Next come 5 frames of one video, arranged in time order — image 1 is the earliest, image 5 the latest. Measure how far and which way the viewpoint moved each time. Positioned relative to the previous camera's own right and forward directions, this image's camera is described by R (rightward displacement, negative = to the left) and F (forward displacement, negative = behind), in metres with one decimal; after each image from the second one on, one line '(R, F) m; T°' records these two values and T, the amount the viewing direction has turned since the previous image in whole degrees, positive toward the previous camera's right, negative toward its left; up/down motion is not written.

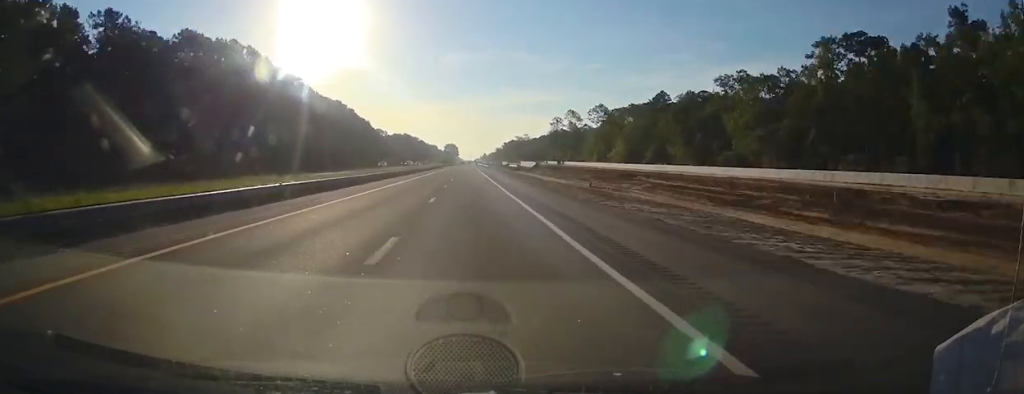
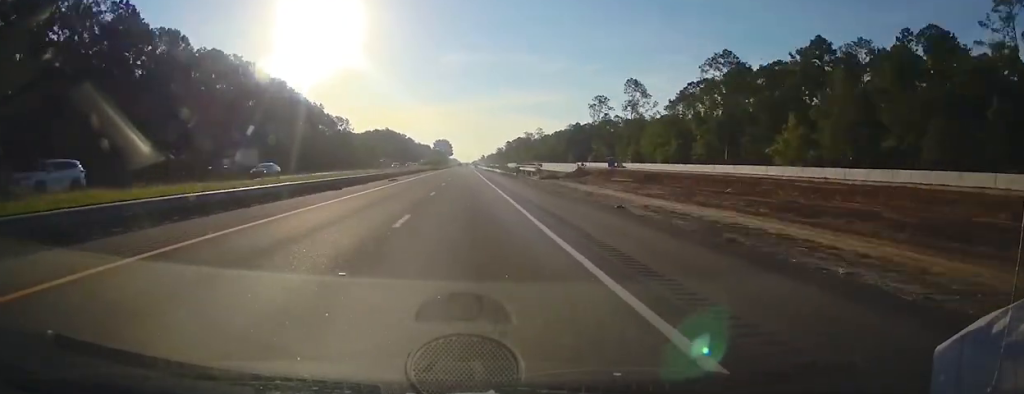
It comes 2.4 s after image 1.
(+0.6, +80.1) m; 0°
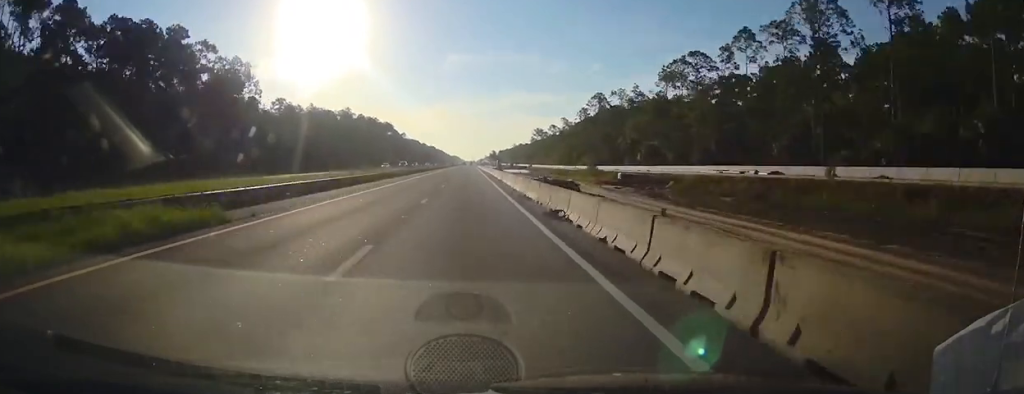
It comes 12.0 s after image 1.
(-0.9, +323.1) m; 0°
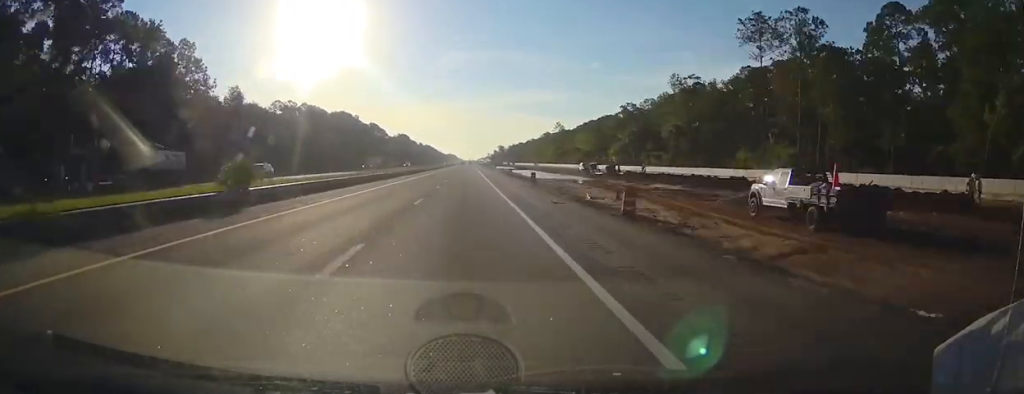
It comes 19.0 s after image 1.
(-1.0, +232.6) m; 0°
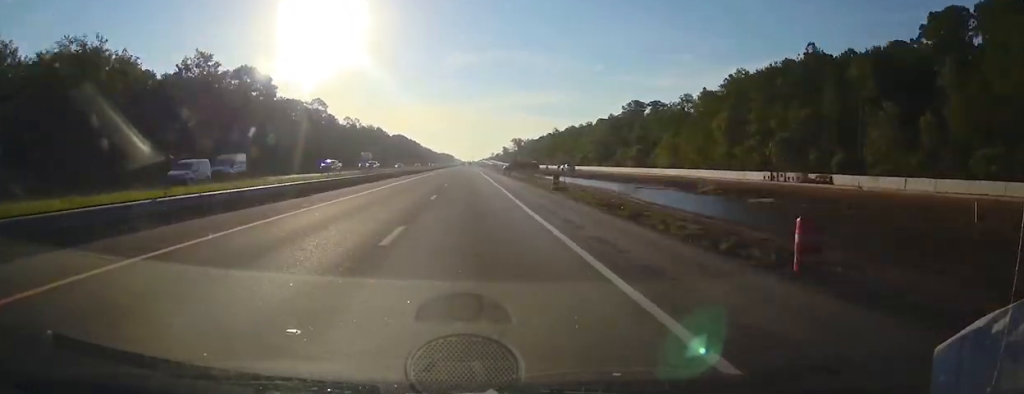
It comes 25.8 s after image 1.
(+0.1, +226.5) m; +1°
